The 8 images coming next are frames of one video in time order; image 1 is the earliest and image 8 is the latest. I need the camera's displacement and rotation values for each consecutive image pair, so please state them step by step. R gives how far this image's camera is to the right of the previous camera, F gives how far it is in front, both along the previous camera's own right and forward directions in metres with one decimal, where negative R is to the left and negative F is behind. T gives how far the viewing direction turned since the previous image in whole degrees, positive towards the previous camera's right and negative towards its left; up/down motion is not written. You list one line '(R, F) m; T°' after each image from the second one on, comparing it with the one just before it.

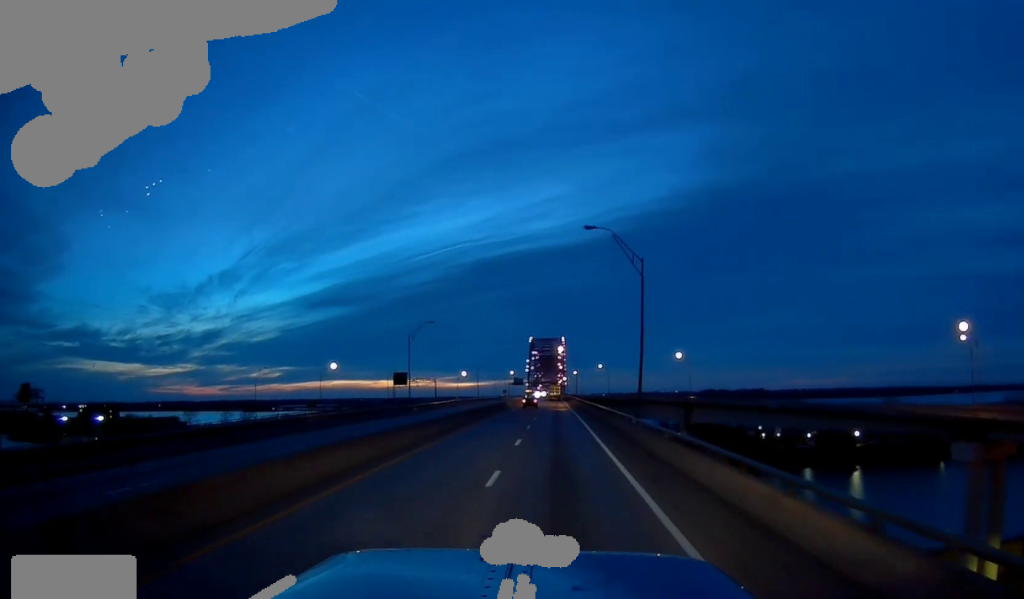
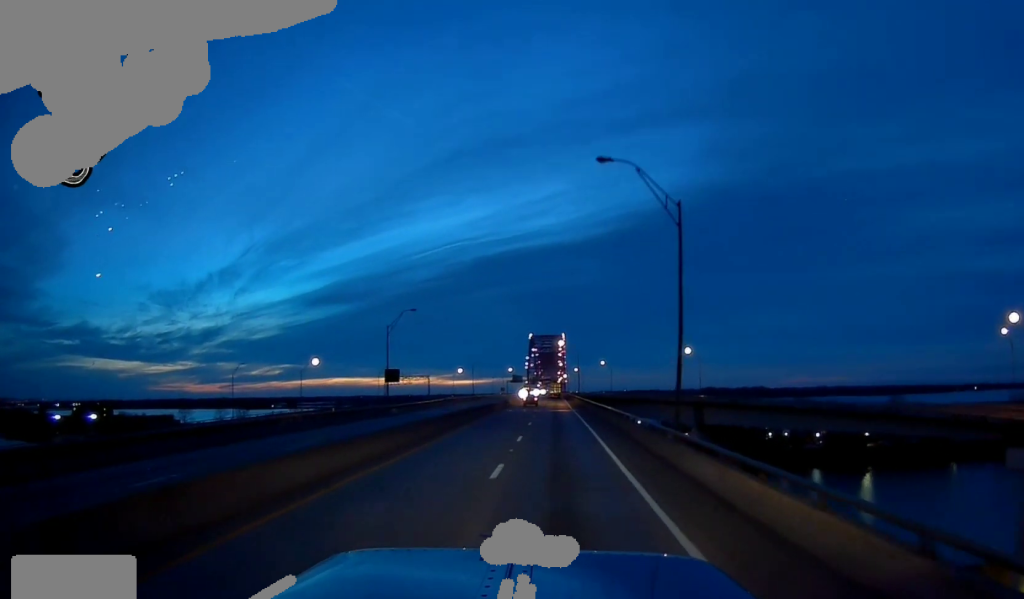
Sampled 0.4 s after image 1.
(+0.2, +10.8) m; +1°
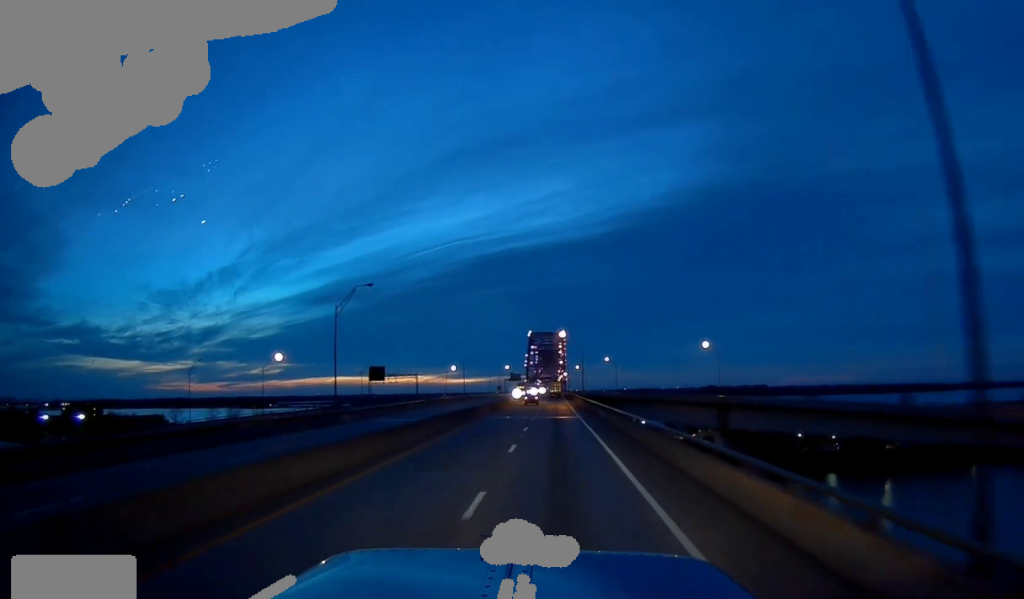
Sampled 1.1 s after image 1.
(+0.2, +16.6) m; +1°
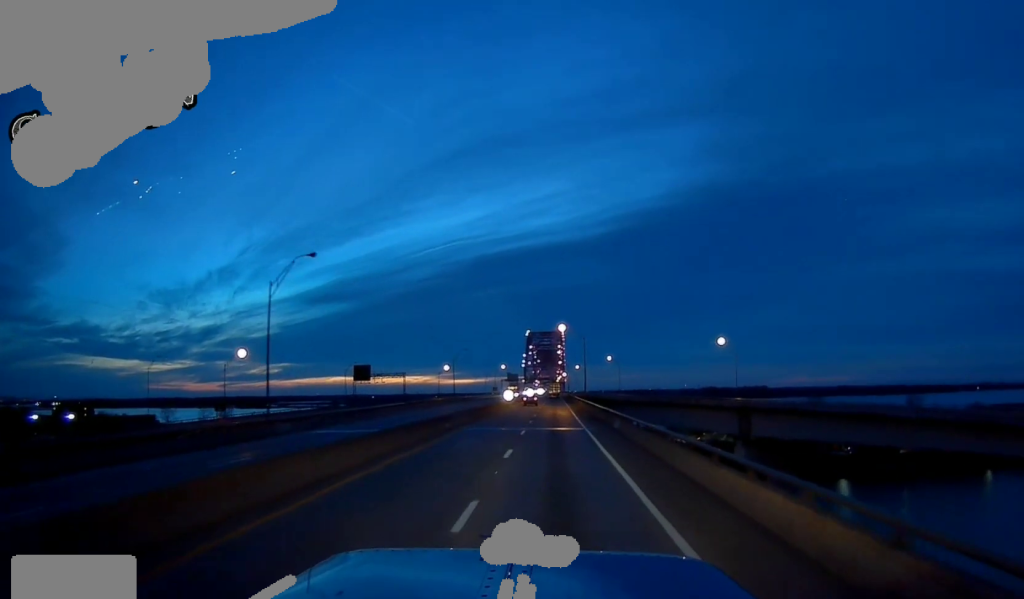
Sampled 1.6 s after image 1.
(0.0, +13.2) m; 0°
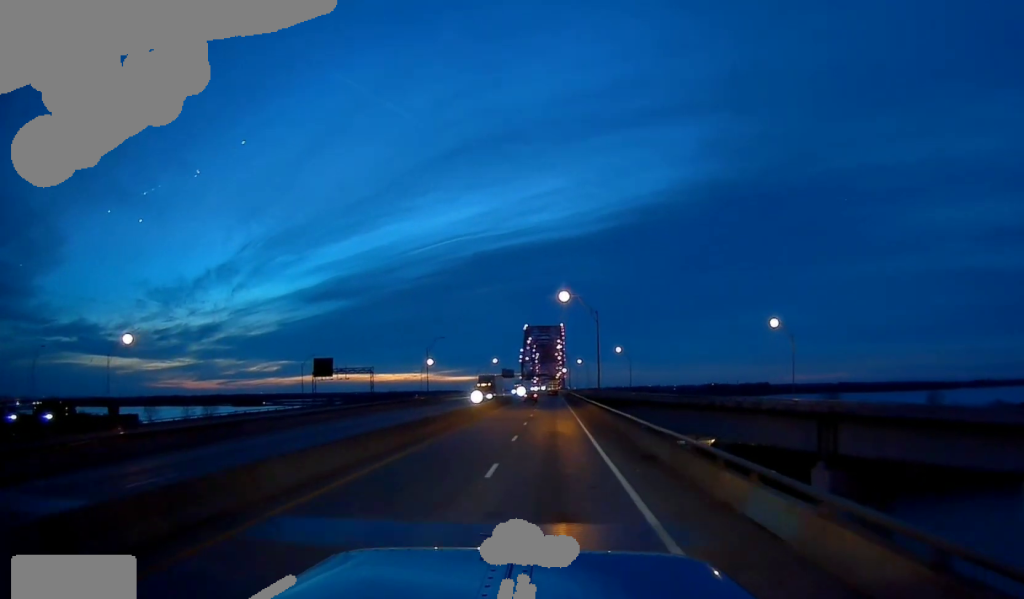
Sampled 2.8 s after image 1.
(0.0, +29.9) m; 0°
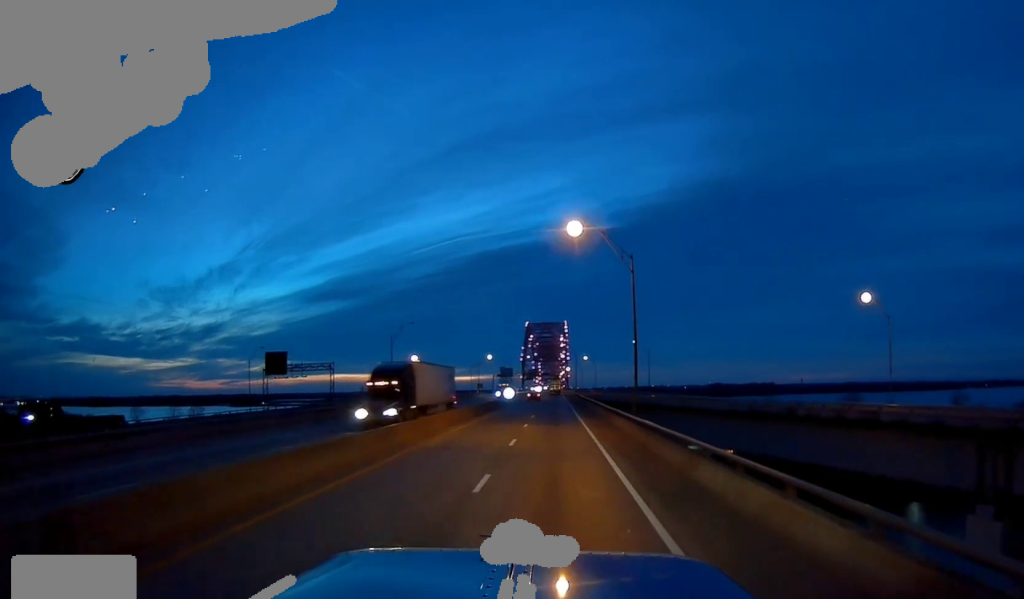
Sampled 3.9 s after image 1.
(0.0, +26.9) m; +1°
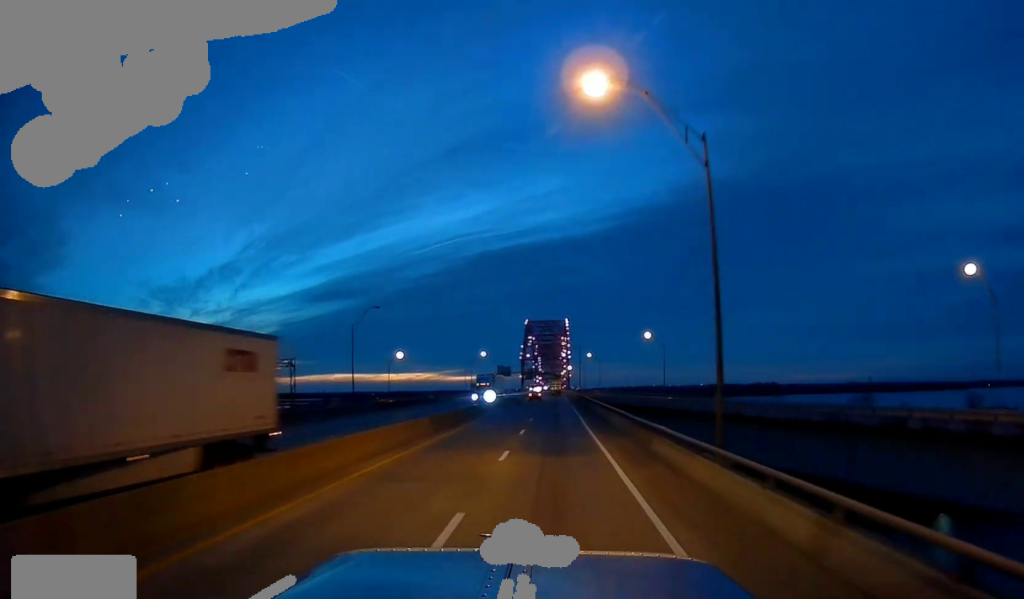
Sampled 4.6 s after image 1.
(+0.3, +16.9) m; +1°
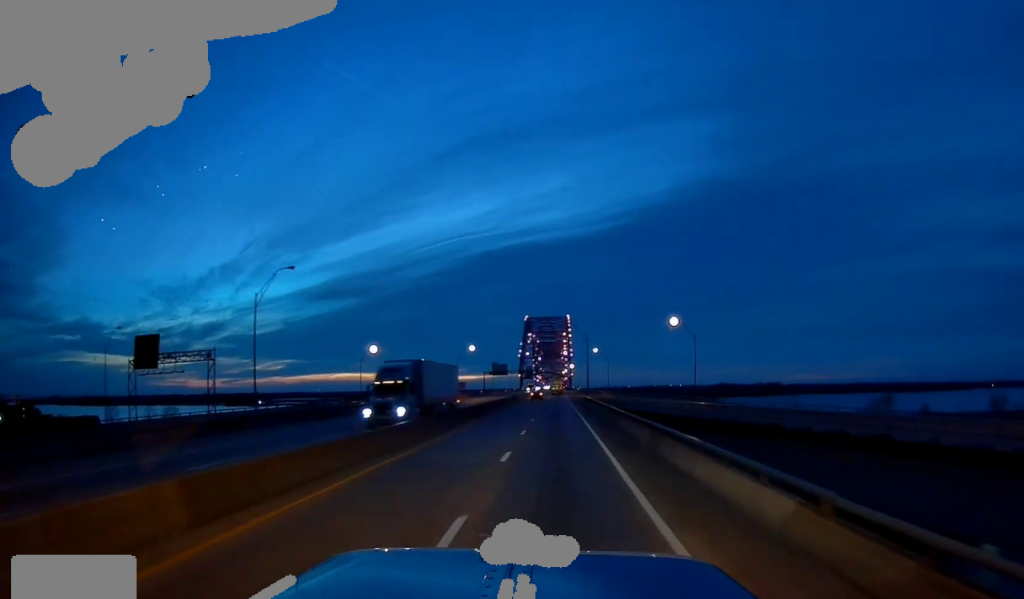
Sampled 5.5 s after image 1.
(+0.2, +24.8) m; 0°
